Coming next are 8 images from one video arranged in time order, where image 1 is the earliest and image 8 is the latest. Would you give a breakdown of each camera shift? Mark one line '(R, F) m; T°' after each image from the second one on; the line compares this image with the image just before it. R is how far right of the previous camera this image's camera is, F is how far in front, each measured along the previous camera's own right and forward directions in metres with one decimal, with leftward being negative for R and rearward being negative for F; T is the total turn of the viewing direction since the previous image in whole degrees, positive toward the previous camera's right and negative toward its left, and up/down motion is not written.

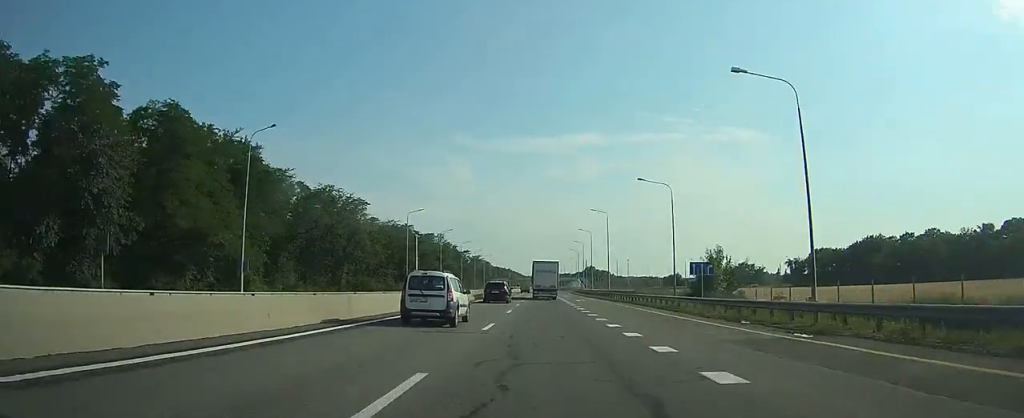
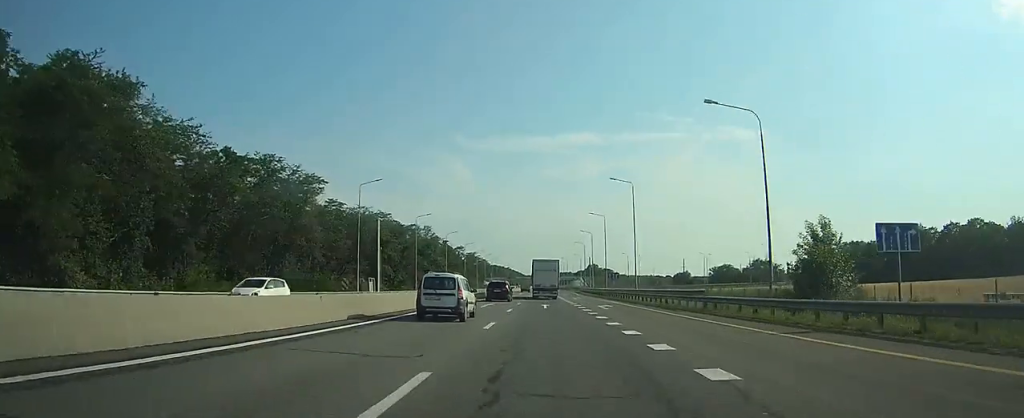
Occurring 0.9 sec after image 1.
(+0.1, +23.5) m; +1°
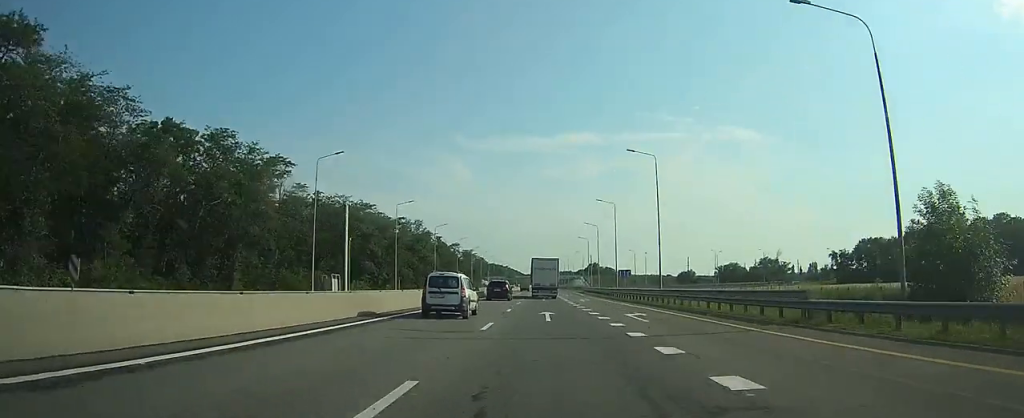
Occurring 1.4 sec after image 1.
(+0.1, +12.7) m; 0°
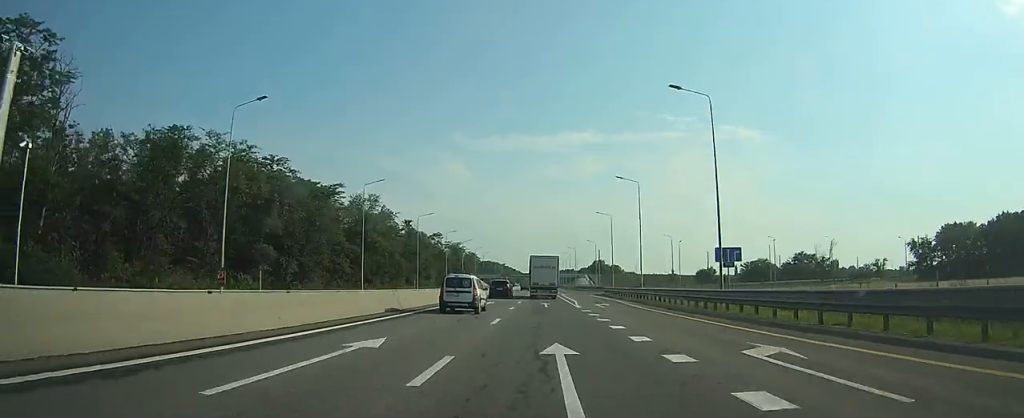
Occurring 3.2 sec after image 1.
(+0.3, +45.4) m; 0°
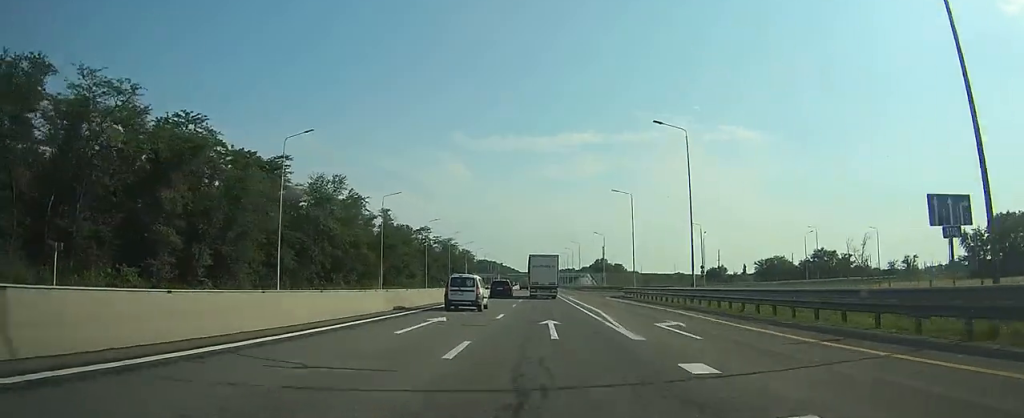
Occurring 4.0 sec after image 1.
(0.0, +21.5) m; 0°
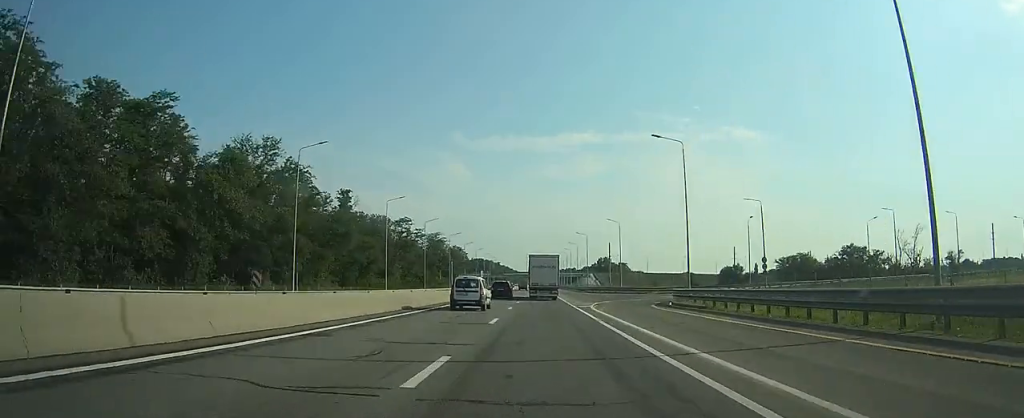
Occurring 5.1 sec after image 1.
(0.0, +26.7) m; 0°
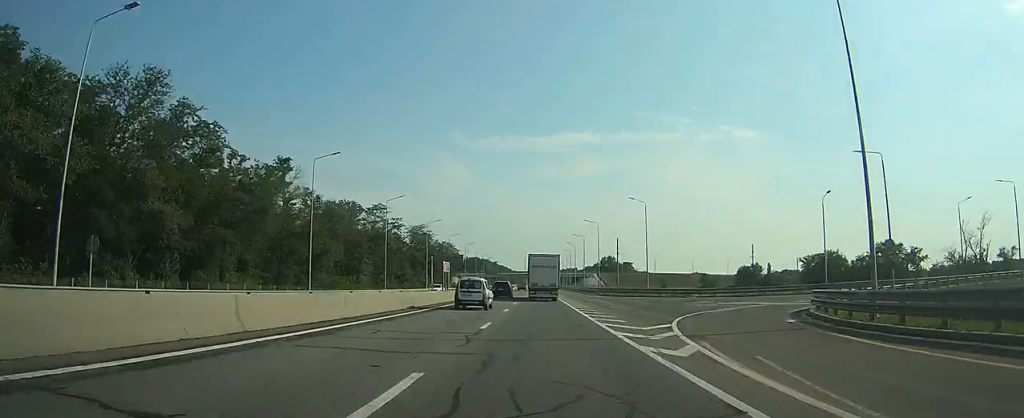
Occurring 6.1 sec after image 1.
(0.0, +25.9) m; 0°
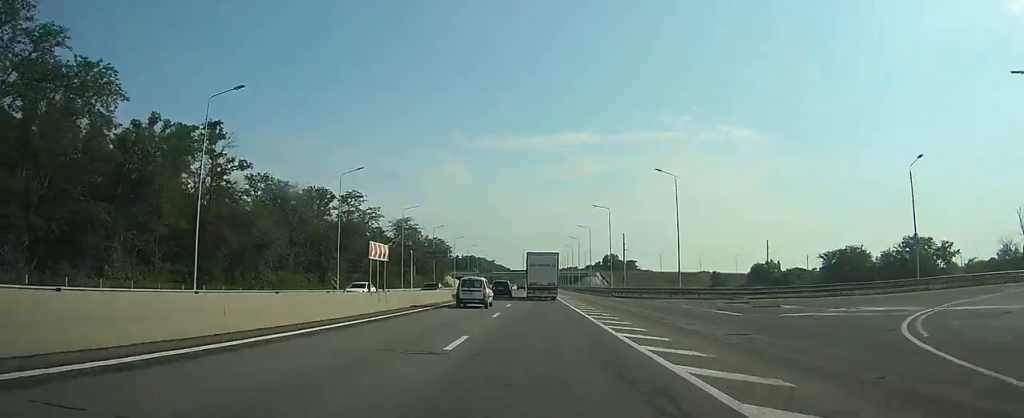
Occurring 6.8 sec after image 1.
(0.0, +18.2) m; 0°
